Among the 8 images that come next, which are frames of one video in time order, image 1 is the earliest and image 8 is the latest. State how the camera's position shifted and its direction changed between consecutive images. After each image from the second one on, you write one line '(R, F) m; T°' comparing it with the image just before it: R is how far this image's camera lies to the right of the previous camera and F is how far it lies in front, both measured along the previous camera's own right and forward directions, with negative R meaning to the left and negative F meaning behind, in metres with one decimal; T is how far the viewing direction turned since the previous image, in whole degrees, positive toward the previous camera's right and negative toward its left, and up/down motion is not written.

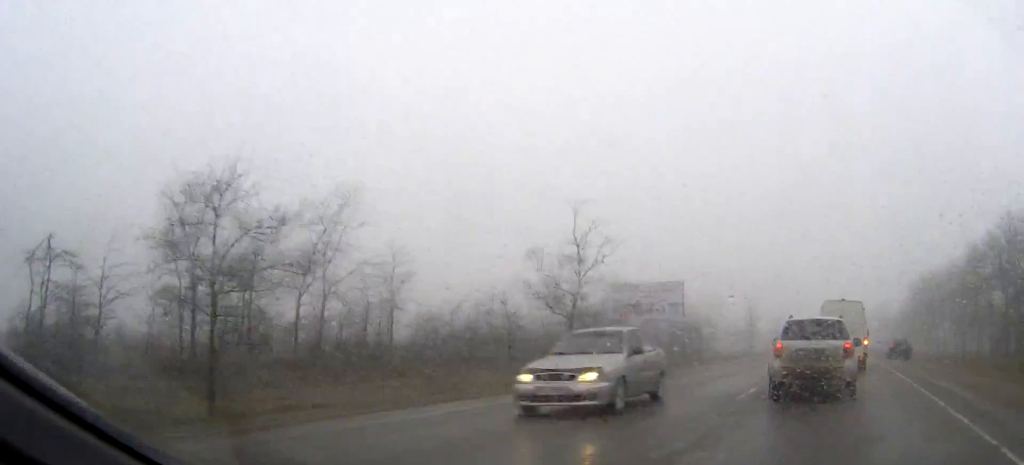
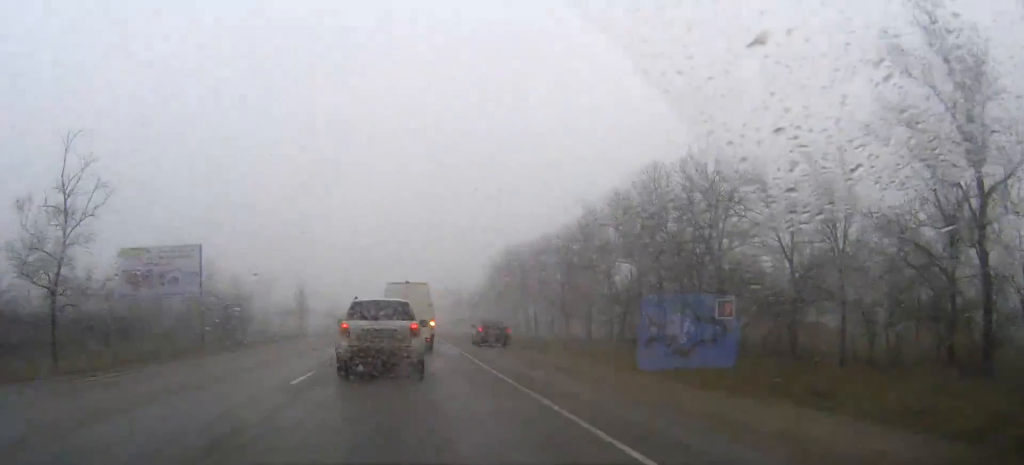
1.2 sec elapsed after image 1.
(0.0, +13.3) m; 0°
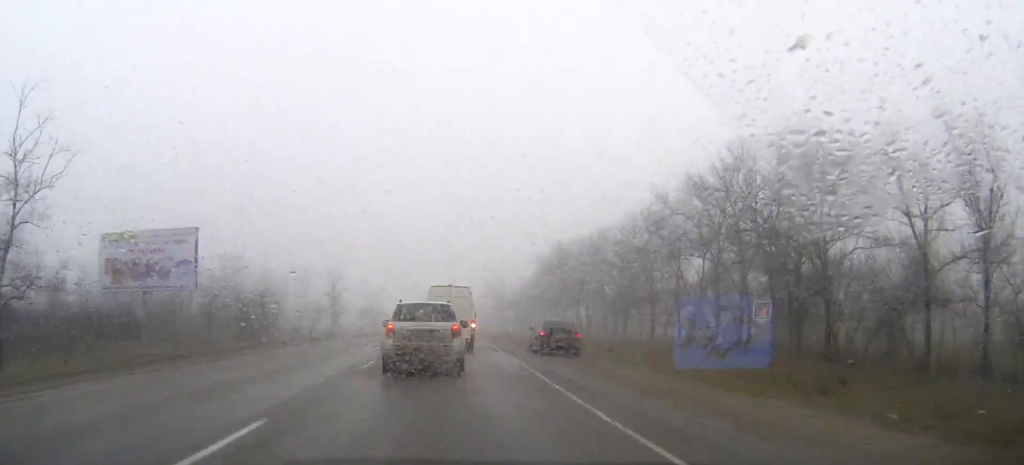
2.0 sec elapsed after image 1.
(-0.1, +8.5) m; 0°
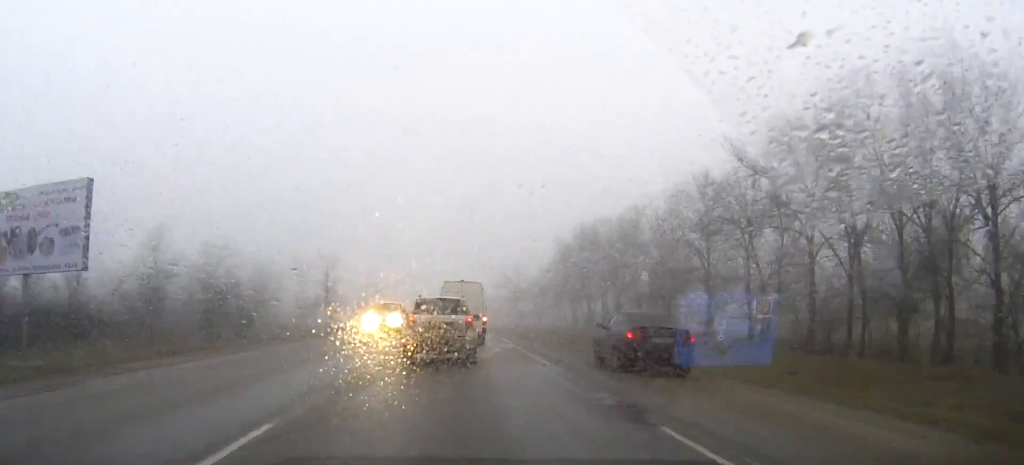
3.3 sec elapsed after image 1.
(-0.1, +12.8) m; 0°
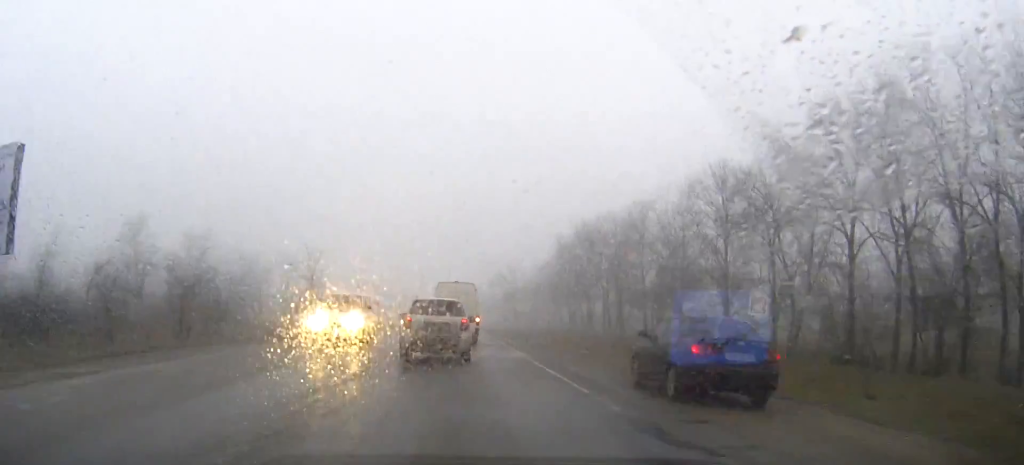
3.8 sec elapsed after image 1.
(0.0, +4.5) m; 0°
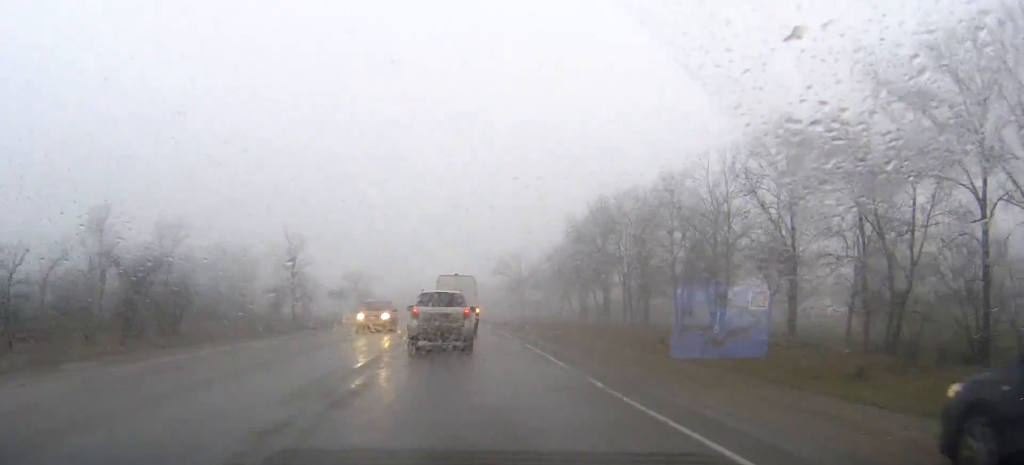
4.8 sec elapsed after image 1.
(0.0, +9.3) m; 0°
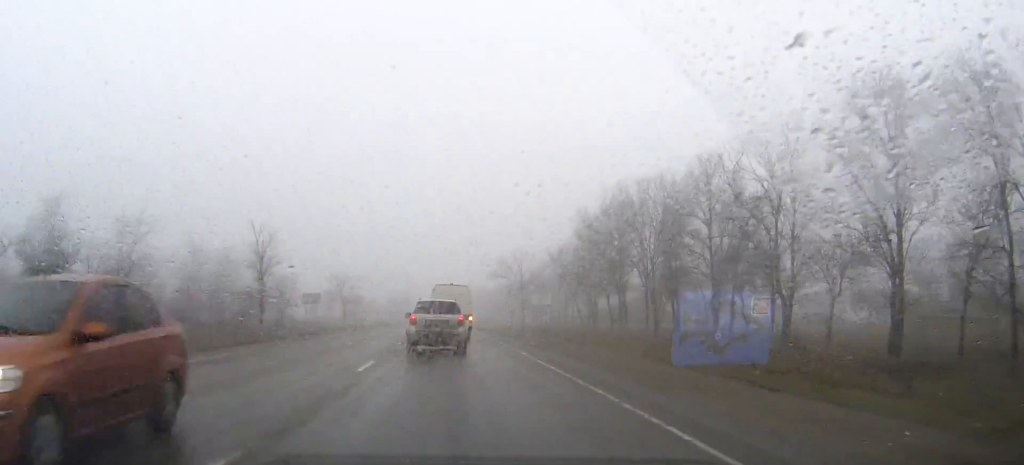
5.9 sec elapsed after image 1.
(0.0, +10.4) m; 0°
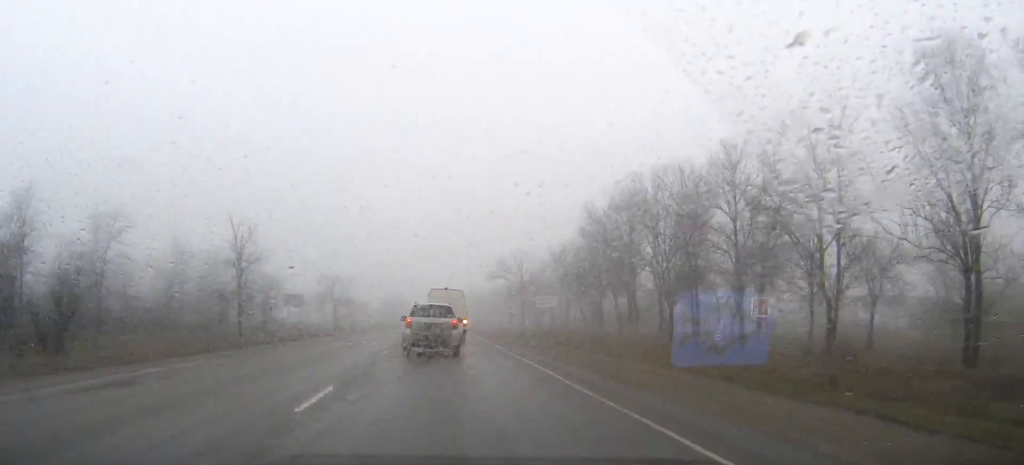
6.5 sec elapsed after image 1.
(0.0, +5.5) m; 0°
